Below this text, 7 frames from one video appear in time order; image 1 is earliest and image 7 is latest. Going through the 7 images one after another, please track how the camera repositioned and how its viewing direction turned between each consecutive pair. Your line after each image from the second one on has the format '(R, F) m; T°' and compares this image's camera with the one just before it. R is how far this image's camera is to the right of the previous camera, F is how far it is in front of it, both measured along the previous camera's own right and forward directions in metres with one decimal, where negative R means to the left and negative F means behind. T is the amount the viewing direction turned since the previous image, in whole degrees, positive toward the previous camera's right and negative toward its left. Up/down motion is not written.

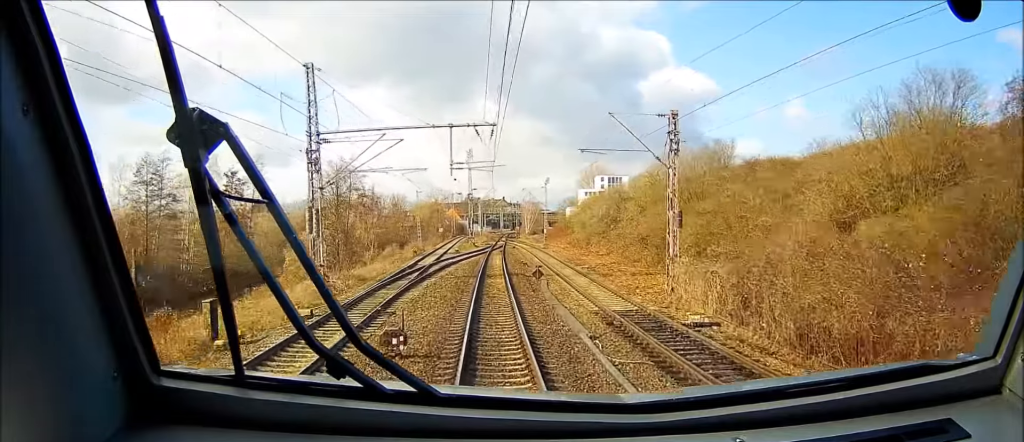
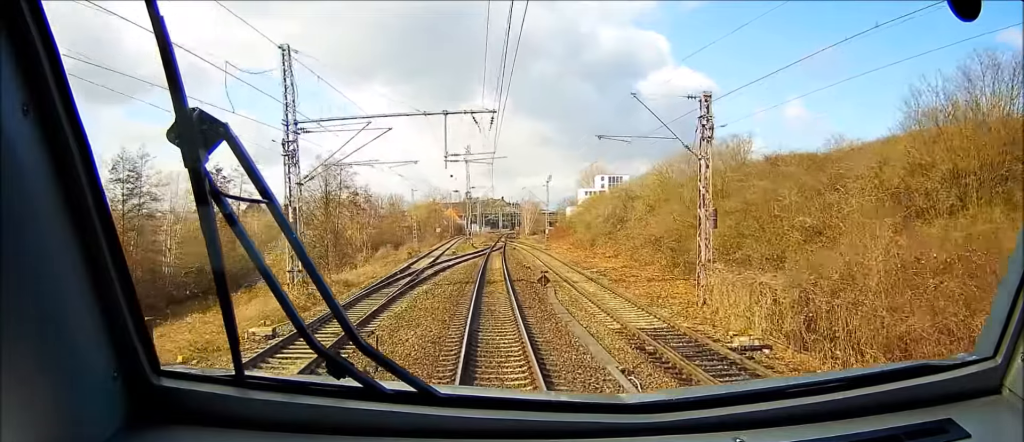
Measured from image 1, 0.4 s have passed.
(0.0, +4.4) m; 0°
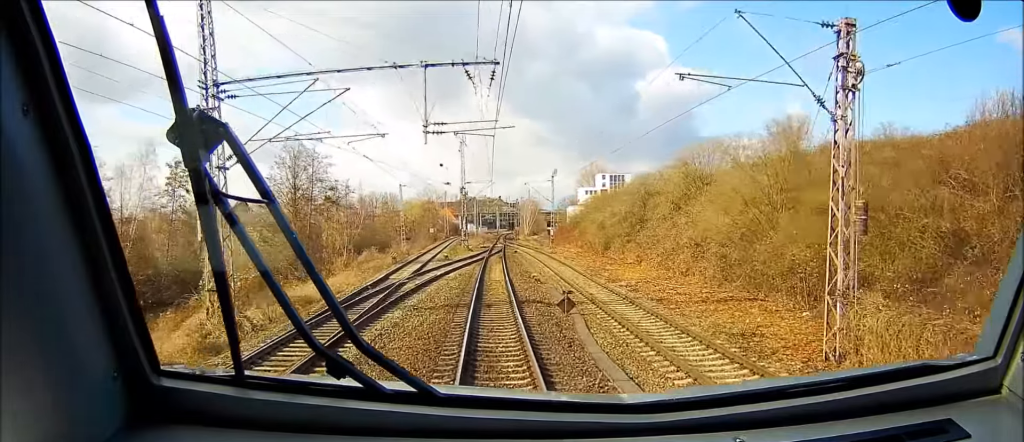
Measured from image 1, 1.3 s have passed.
(0.0, +10.4) m; 0°
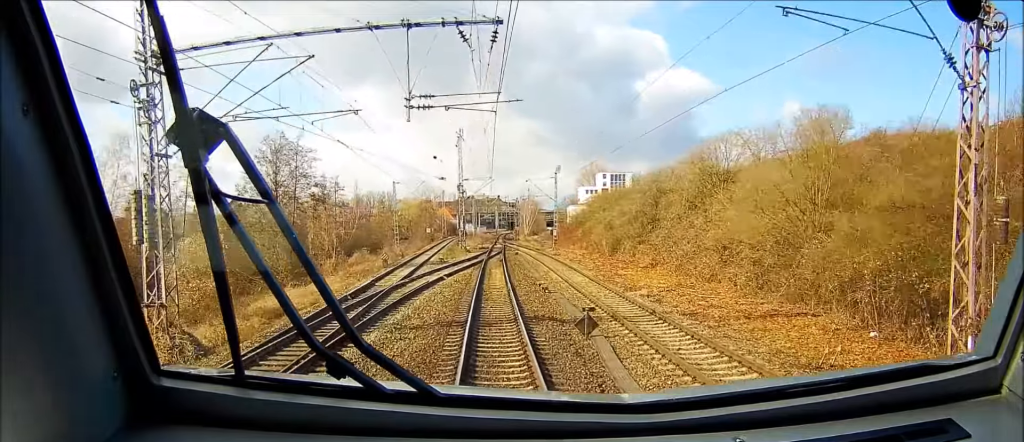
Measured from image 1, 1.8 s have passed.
(0.0, +4.8) m; 0°
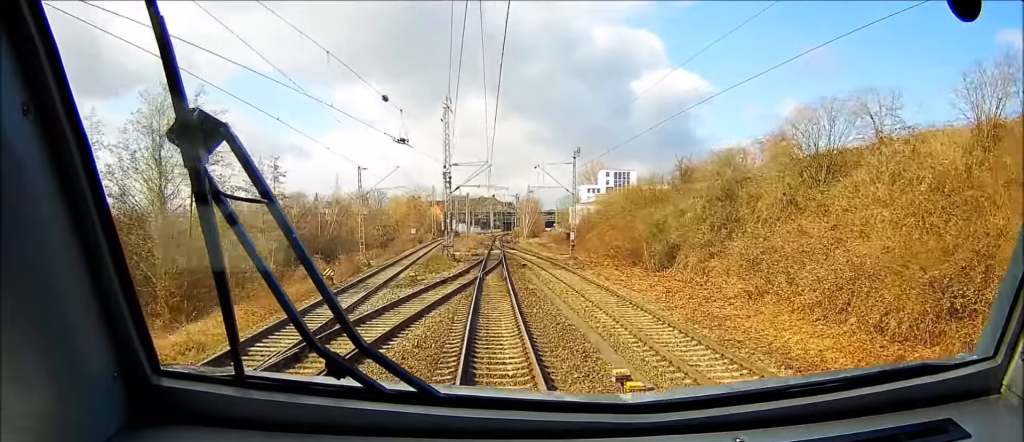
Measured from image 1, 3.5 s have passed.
(+0.3, +19.3) m; +2°
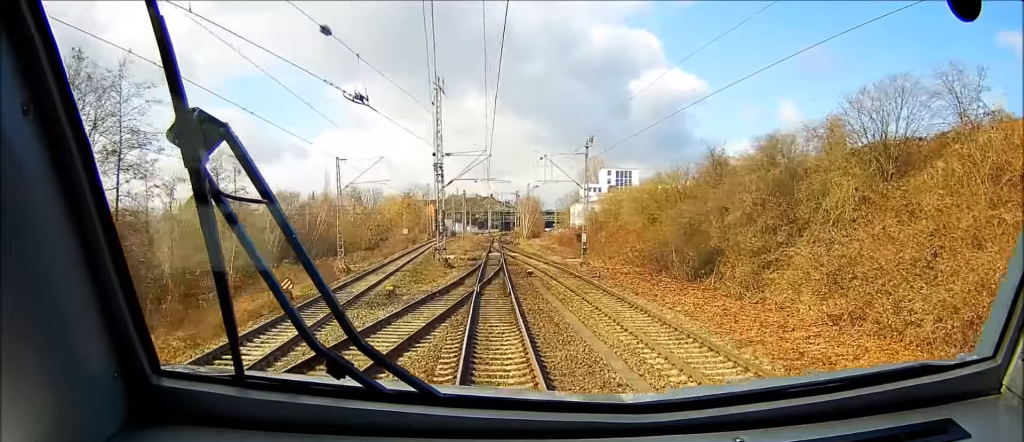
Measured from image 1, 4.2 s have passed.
(+0.2, +8.6) m; +1°
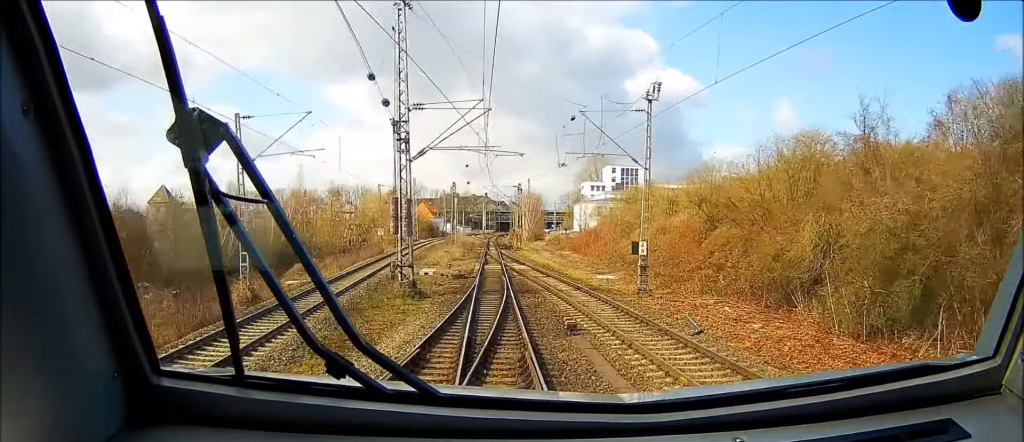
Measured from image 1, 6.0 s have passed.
(-0.3, +21.0) m; -2°
